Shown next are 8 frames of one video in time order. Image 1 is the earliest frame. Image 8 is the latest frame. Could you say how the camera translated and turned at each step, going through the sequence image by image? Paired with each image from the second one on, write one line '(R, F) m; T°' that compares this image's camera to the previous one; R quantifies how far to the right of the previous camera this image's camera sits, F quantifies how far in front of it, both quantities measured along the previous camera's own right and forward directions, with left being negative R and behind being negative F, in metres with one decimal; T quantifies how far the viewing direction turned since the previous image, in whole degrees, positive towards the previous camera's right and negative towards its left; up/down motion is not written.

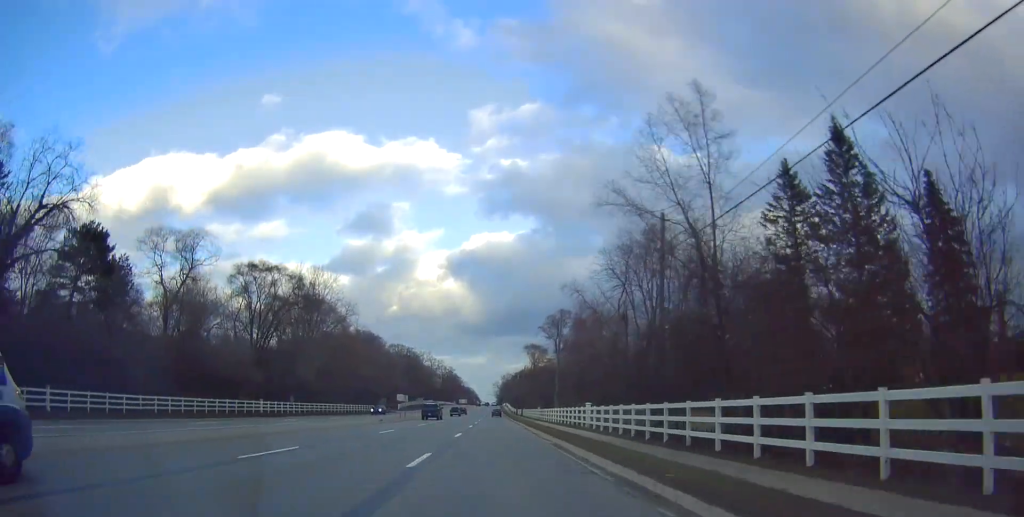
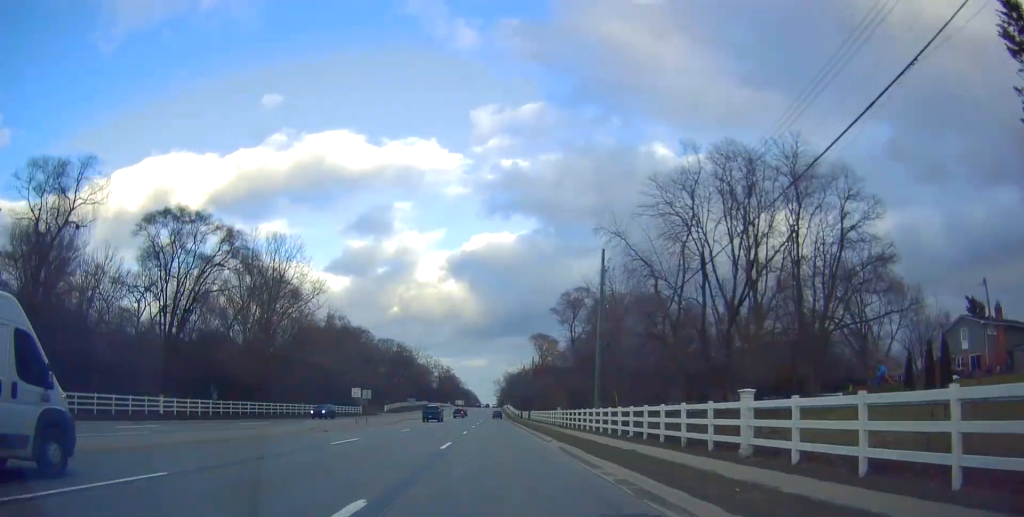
(-0.4, +23.5) m; -1°
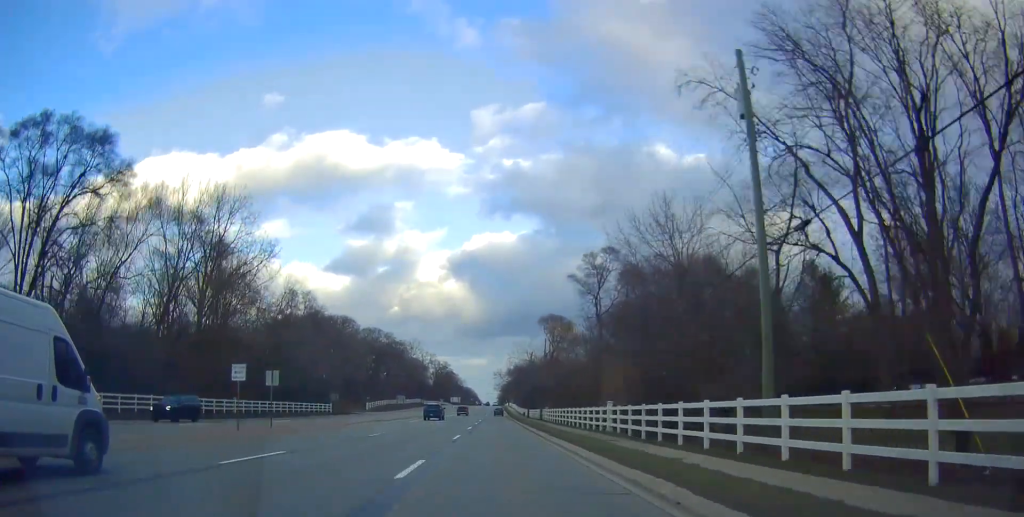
(-0.1, +23.6) m; 0°
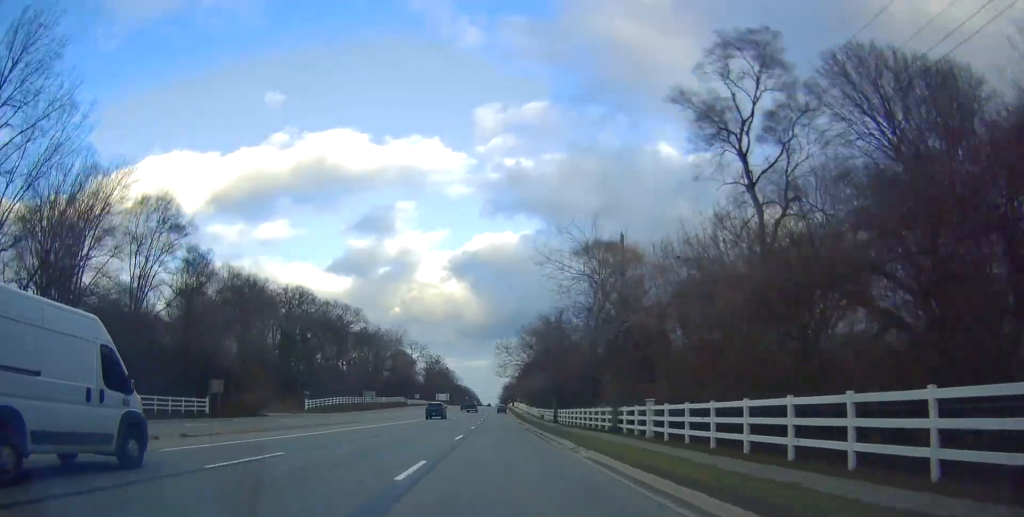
(+0.1, +45.6) m; 0°
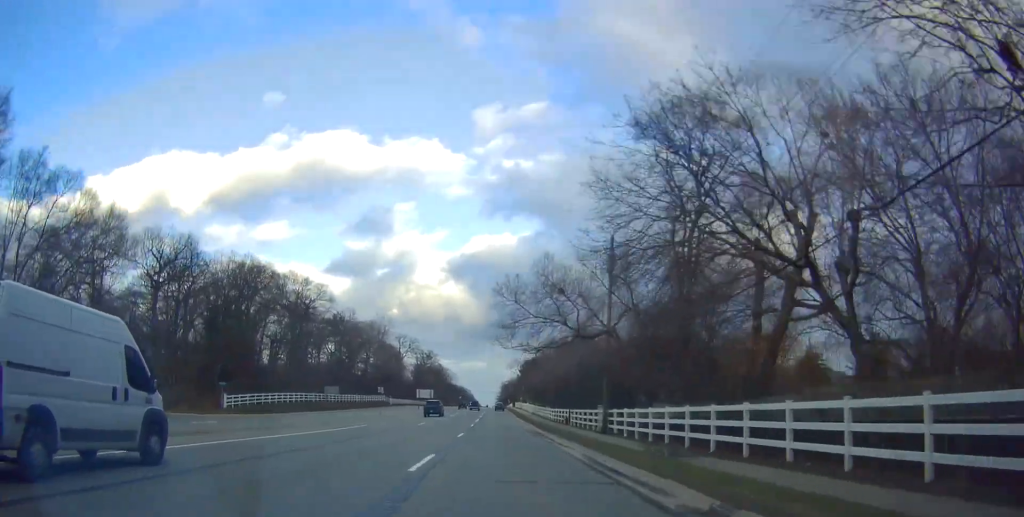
(0.0, +29.3) m; +1°
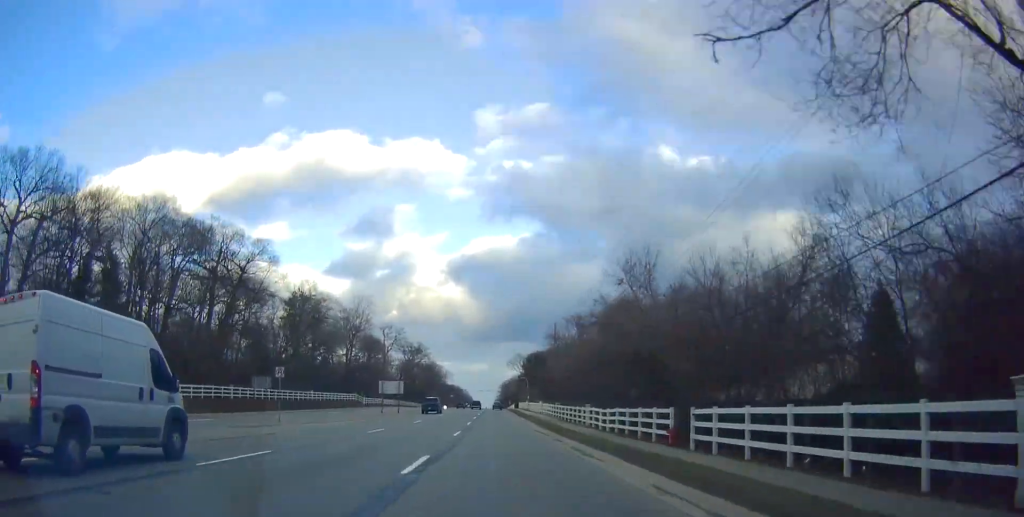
(+0.5, +31.9) m; 0°
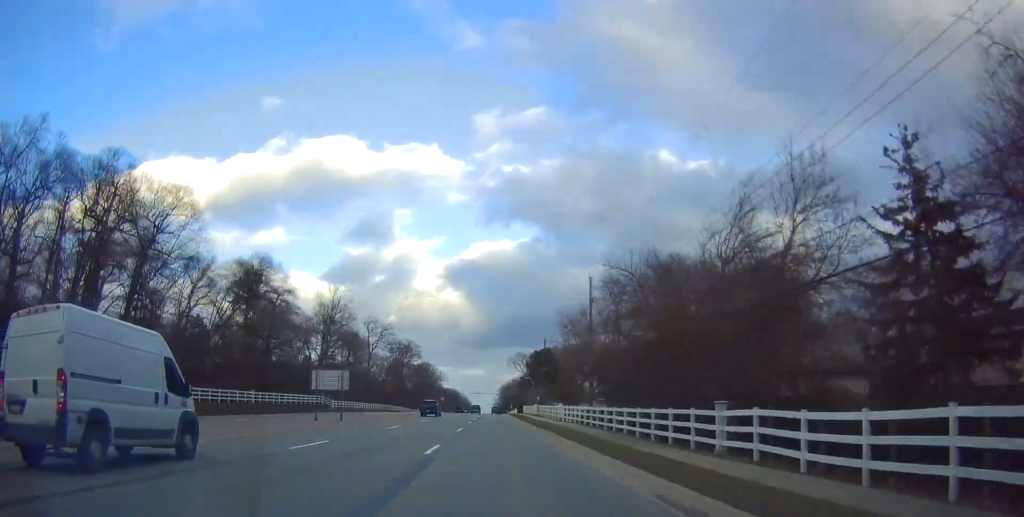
(-0.5, +24.9) m; -1°
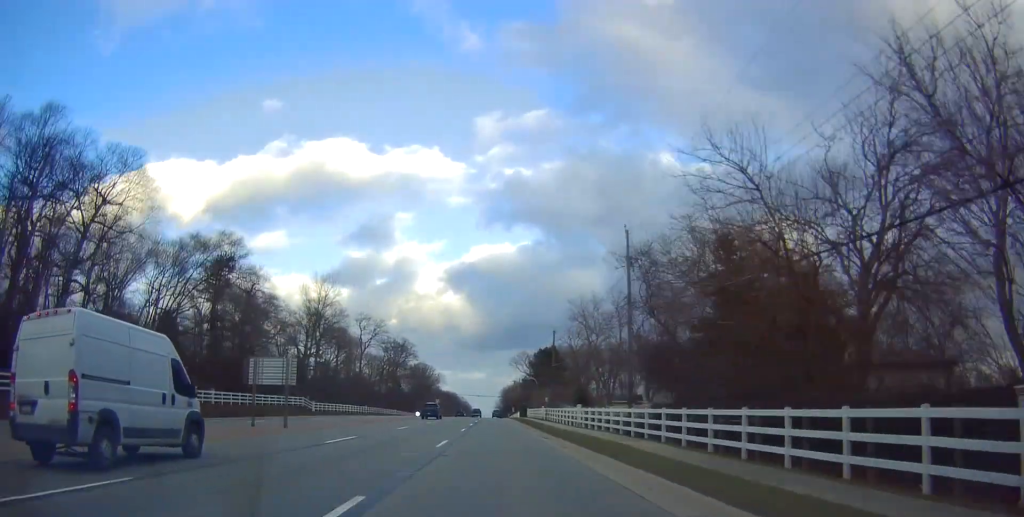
(0.0, +11.6) m; 0°
